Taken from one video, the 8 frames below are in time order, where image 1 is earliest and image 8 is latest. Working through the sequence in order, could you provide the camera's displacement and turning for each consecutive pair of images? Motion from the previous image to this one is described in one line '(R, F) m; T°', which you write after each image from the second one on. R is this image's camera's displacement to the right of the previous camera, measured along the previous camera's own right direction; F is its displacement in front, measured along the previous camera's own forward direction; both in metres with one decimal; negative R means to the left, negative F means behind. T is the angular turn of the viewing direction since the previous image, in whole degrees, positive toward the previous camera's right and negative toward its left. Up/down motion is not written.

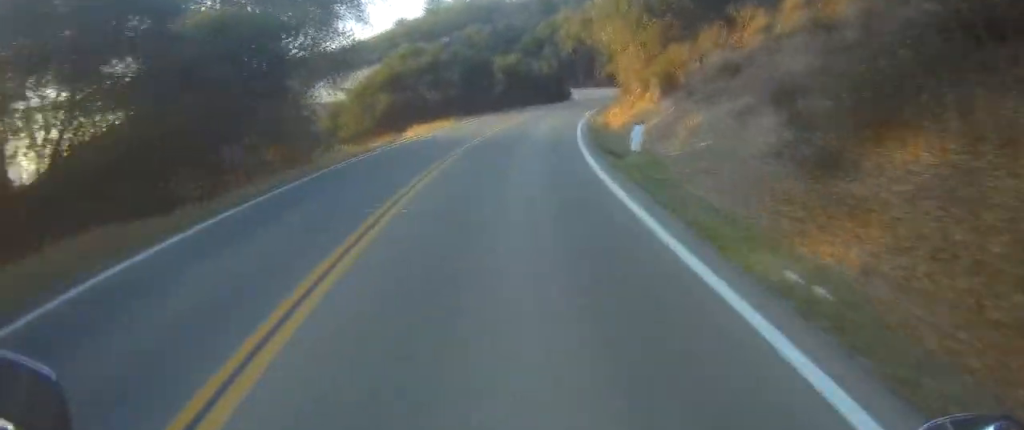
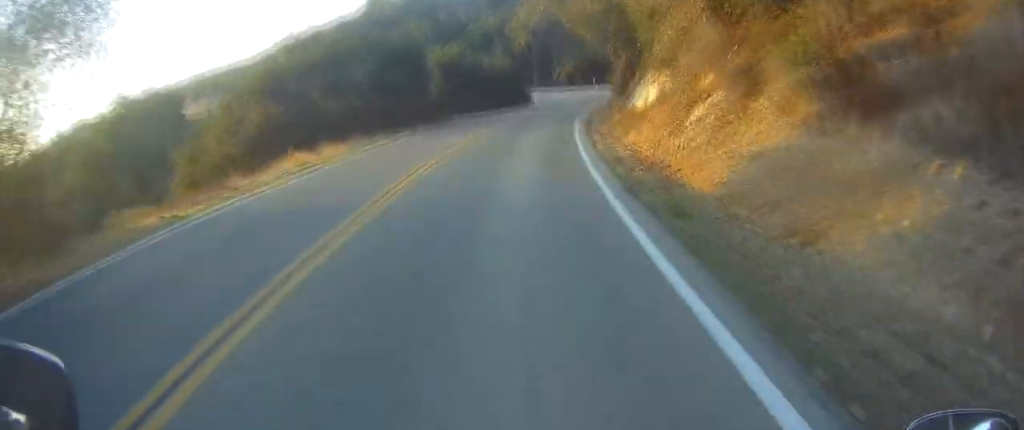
(+0.2, +14.9) m; +2°
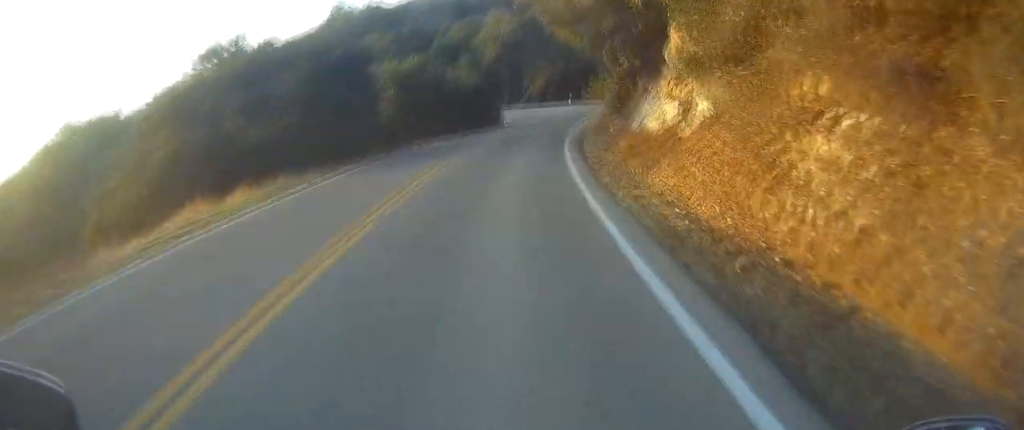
(-0.2, +5.9) m; +1°
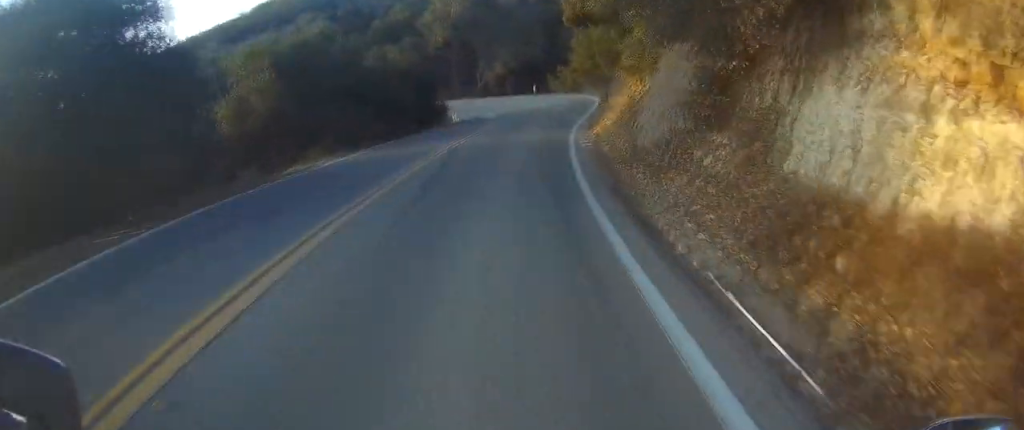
(+0.6, +13.5) m; +5°
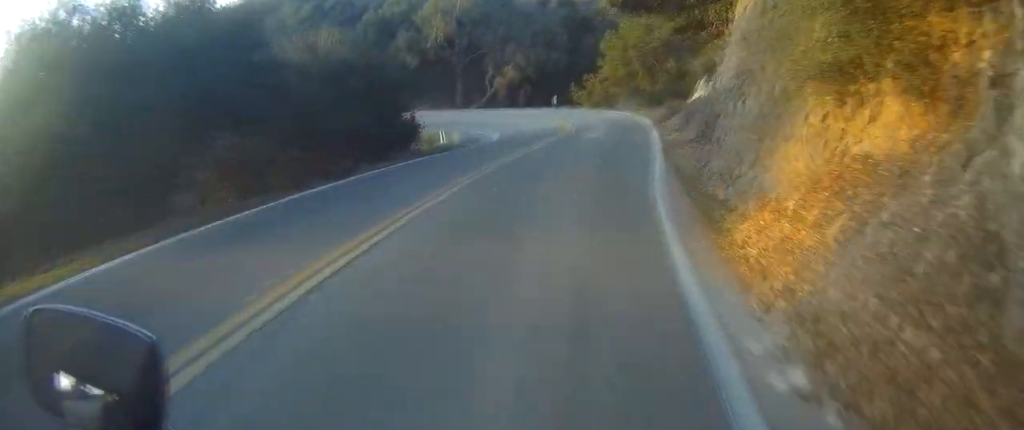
(+0.6, +12.5) m; +5°
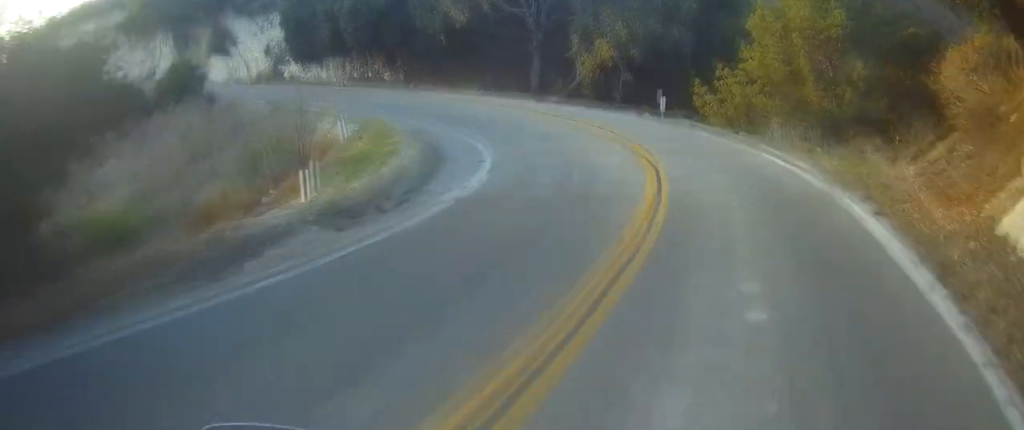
(+1.2, +21.1) m; +2°
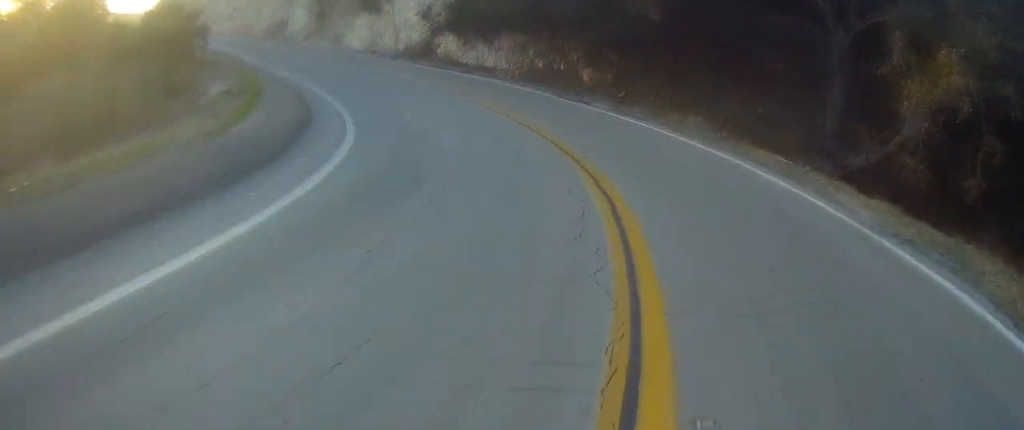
(-4.1, +22.4) m; -24°
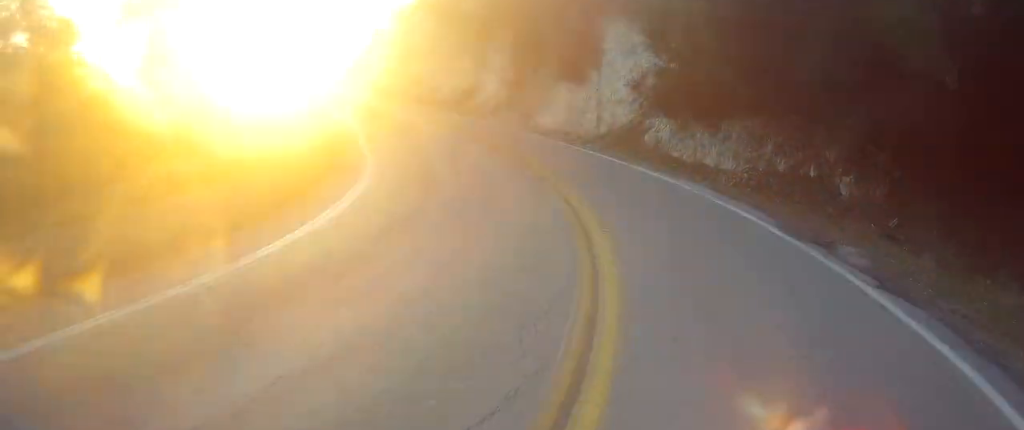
(-1.2, +10.5) m; -13°
